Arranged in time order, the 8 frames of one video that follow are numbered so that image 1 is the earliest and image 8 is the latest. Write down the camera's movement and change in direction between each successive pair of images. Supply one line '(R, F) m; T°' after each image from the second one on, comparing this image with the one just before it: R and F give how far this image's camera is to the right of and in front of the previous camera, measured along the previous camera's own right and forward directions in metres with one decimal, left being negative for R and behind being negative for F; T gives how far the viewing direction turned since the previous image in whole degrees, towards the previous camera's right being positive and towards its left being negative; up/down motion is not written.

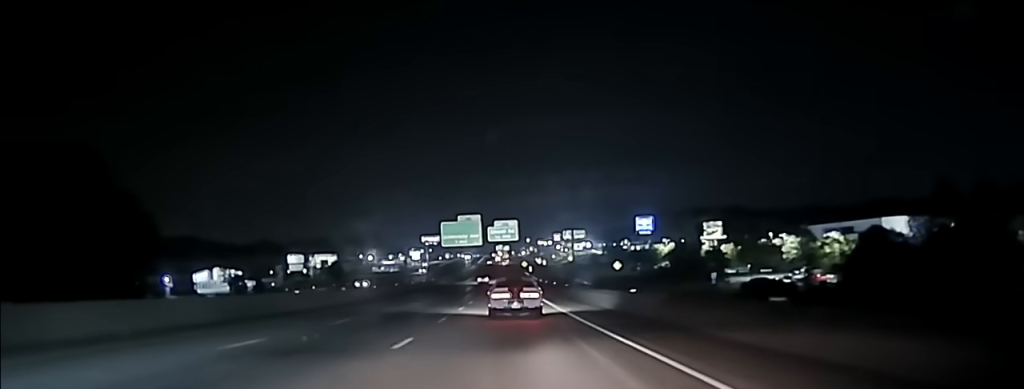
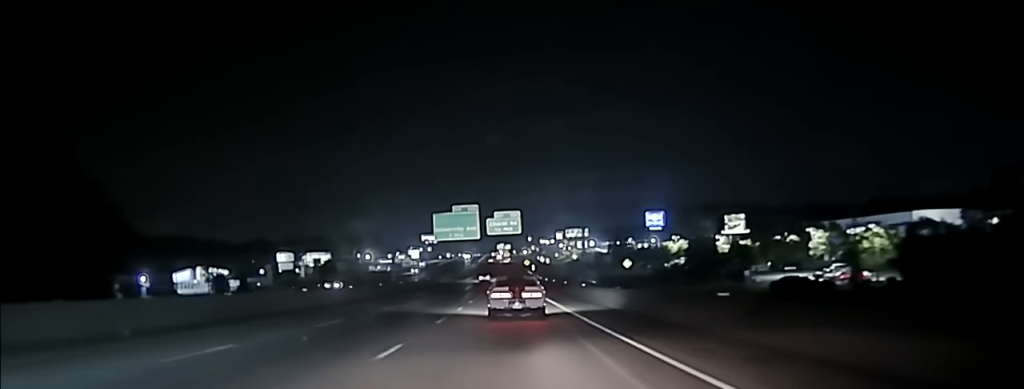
(0.0, +11.8) m; 0°
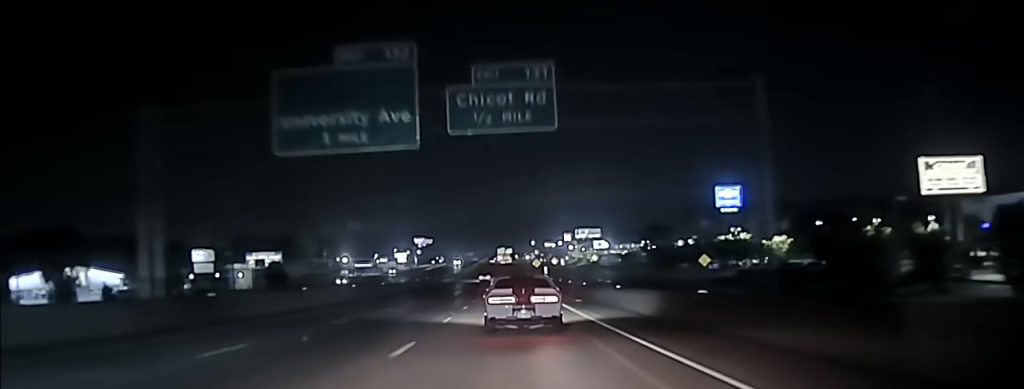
(+0.1, +67.0) m; 0°
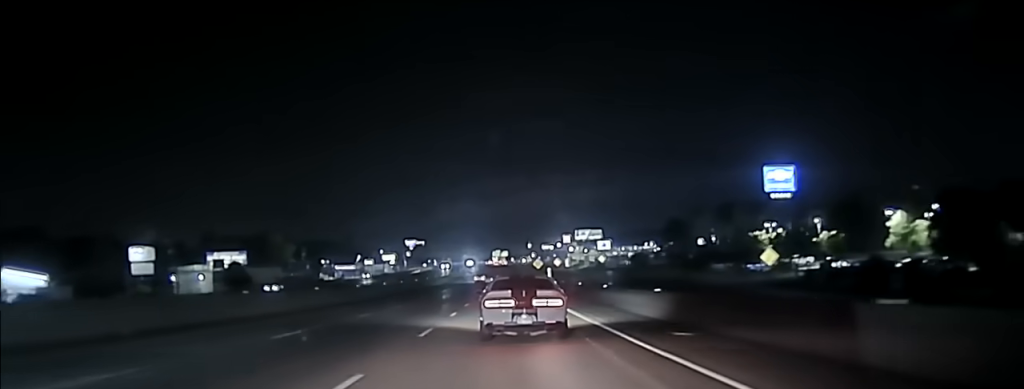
(-0.1, +33.7) m; 0°
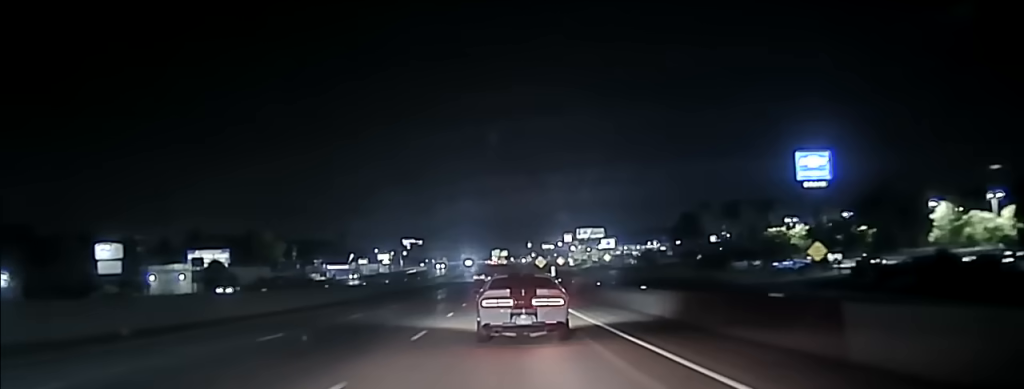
(0.0, +16.4) m; 0°
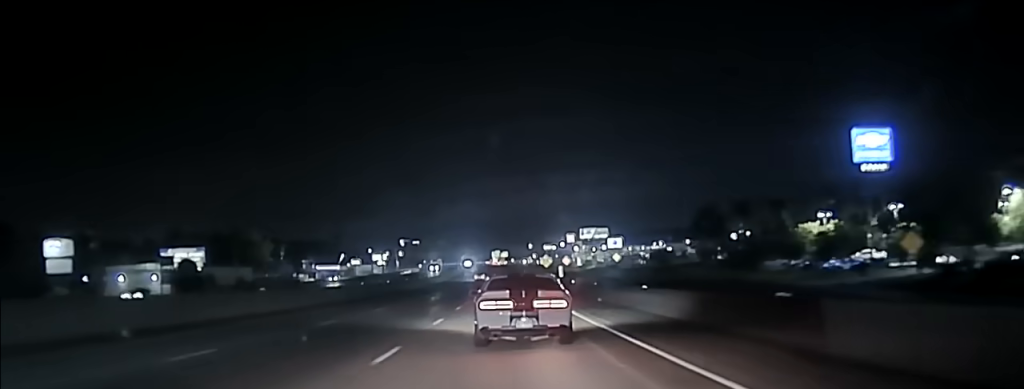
(0.0, +20.2) m; 0°
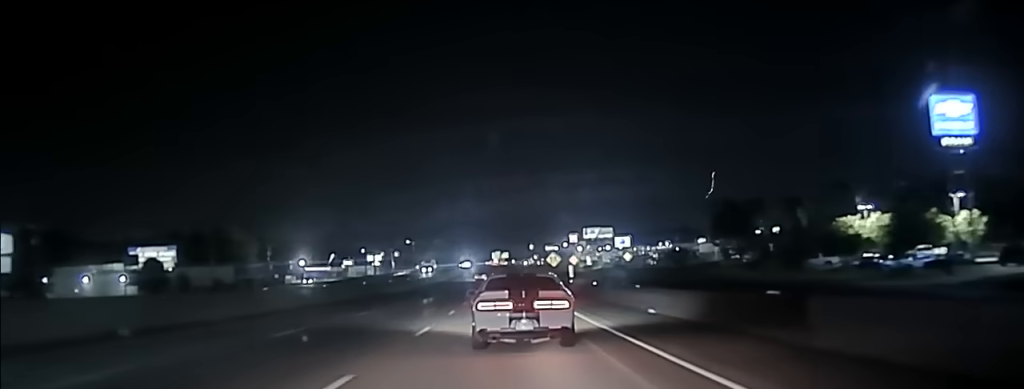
(0.0, +19.6) m; 0°
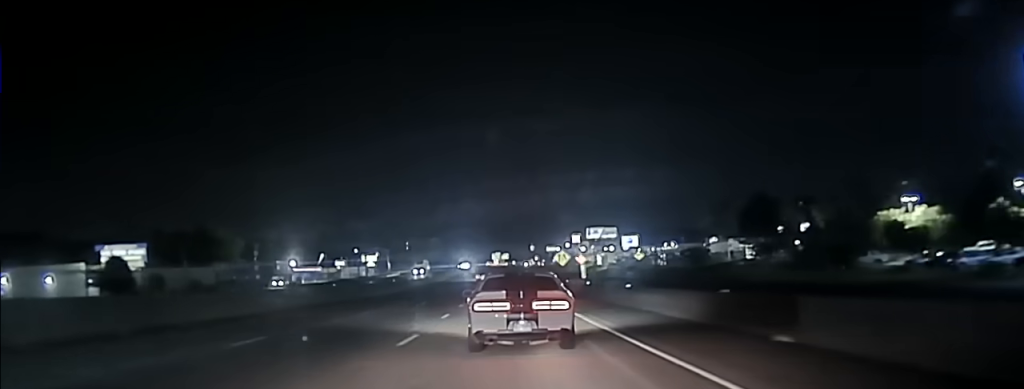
(0.0, +17.1) m; 0°
